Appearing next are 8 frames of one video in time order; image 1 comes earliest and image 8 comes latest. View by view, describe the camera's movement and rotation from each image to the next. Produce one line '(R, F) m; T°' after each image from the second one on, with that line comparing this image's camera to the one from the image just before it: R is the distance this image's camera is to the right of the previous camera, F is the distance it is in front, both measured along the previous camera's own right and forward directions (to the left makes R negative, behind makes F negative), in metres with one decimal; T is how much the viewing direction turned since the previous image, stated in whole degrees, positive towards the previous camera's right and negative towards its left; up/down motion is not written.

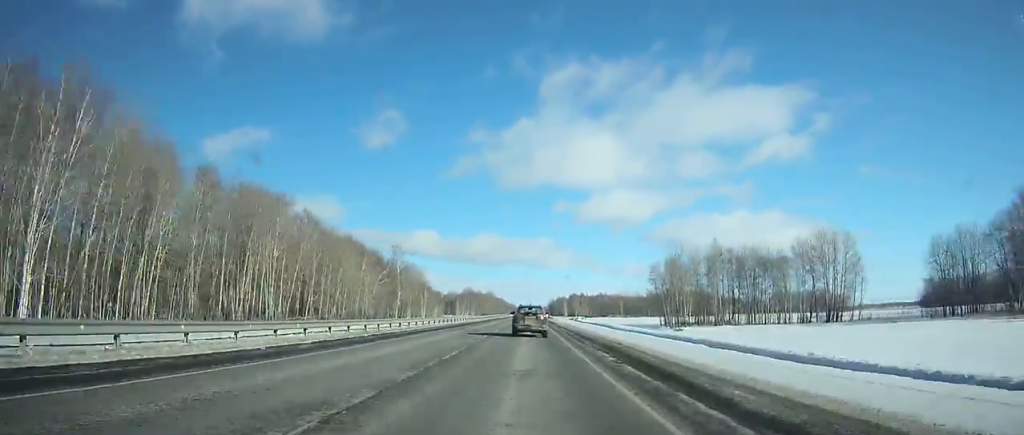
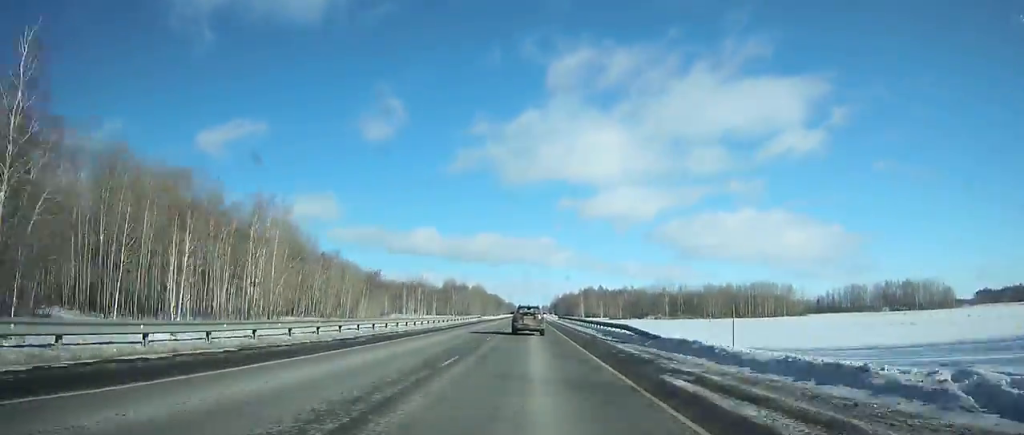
(+0.7, +121.4) m; 0°
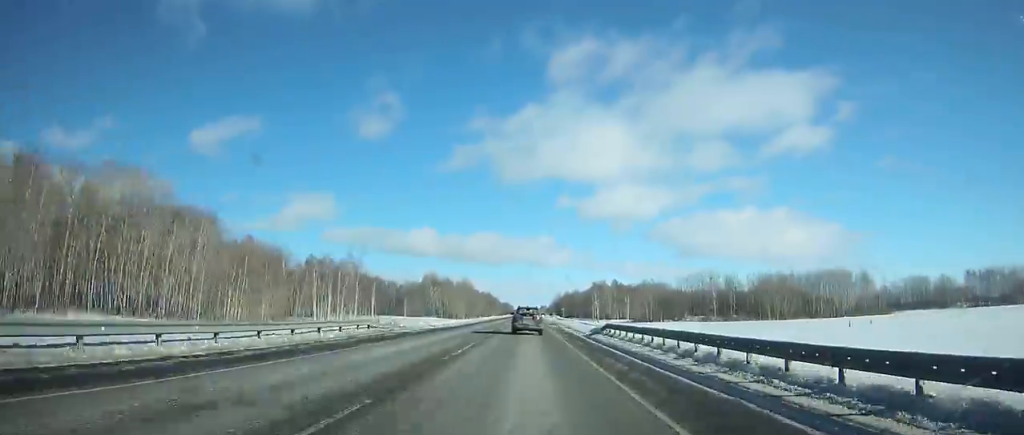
(+0.1, +69.3) m; 0°
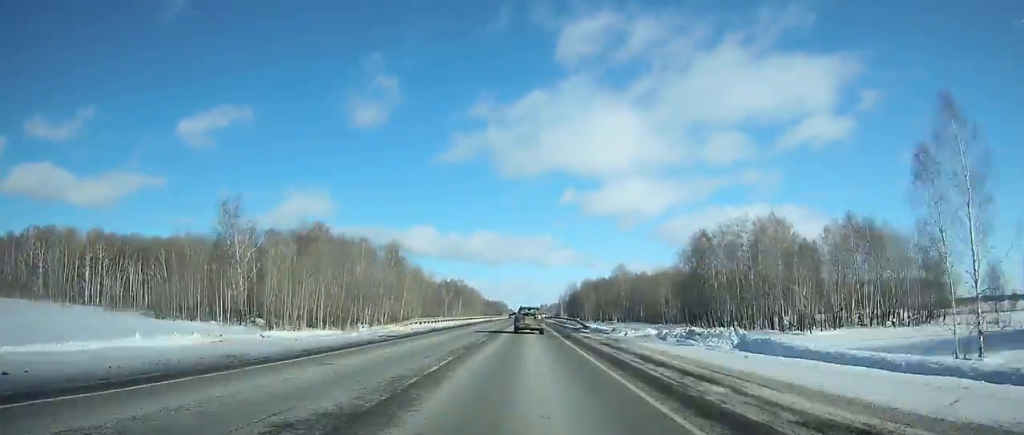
(-0.2, +184.9) m; 0°
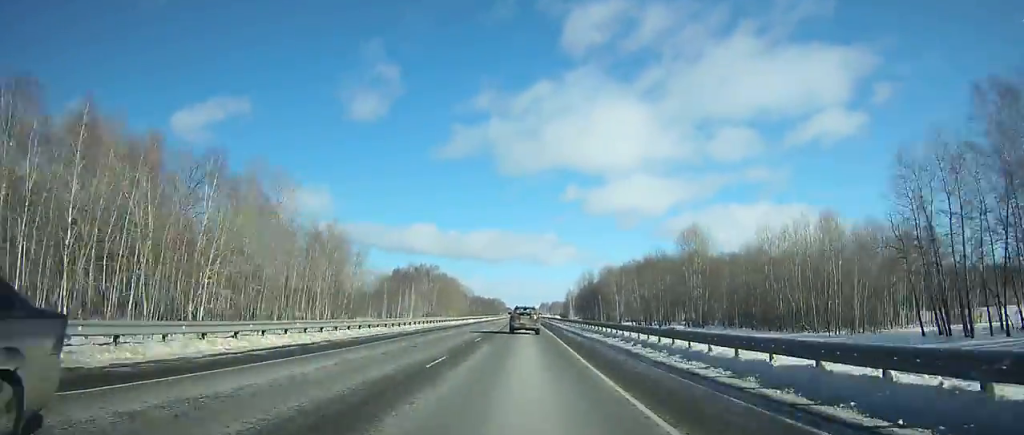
(+0.2, +82.1) m; 0°
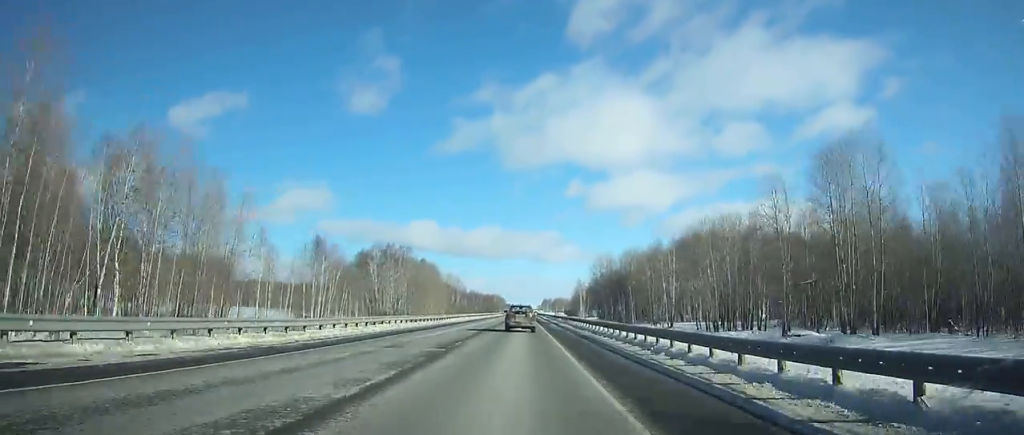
(+0.1, +53.9) m; 0°
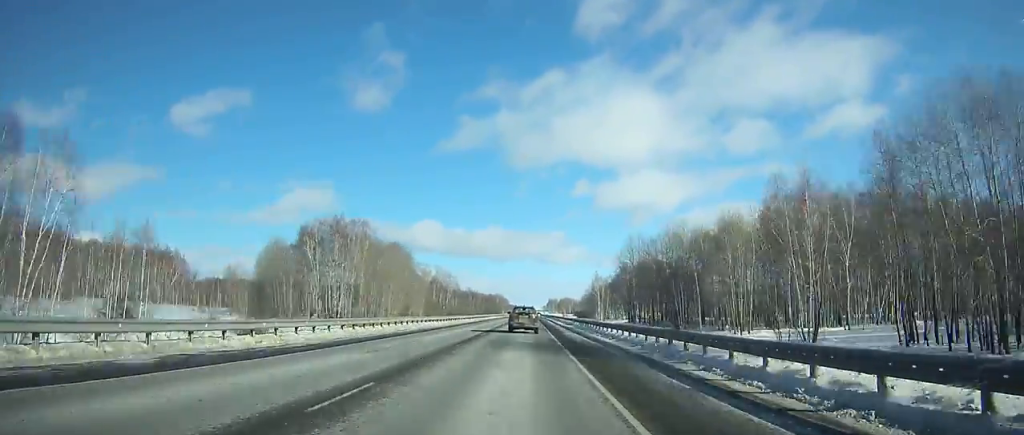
(-0.2, +48.4) m; 0°
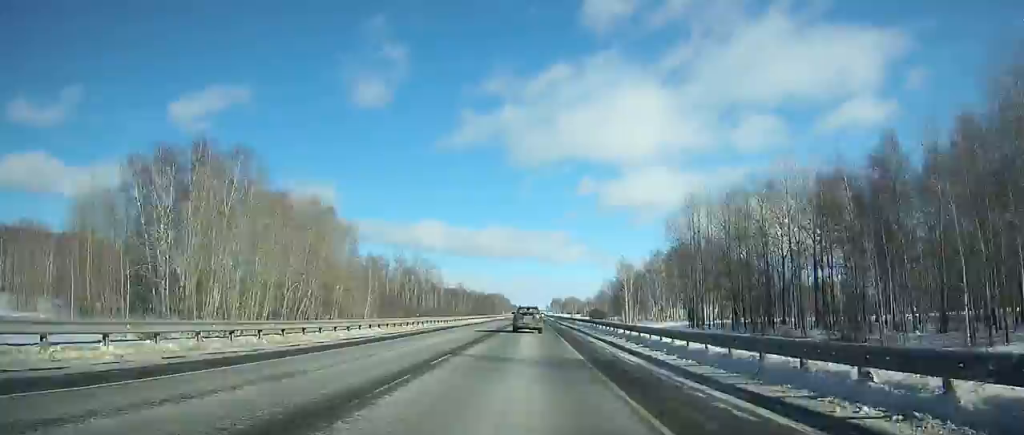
(-0.1, +54.2) m; 0°
